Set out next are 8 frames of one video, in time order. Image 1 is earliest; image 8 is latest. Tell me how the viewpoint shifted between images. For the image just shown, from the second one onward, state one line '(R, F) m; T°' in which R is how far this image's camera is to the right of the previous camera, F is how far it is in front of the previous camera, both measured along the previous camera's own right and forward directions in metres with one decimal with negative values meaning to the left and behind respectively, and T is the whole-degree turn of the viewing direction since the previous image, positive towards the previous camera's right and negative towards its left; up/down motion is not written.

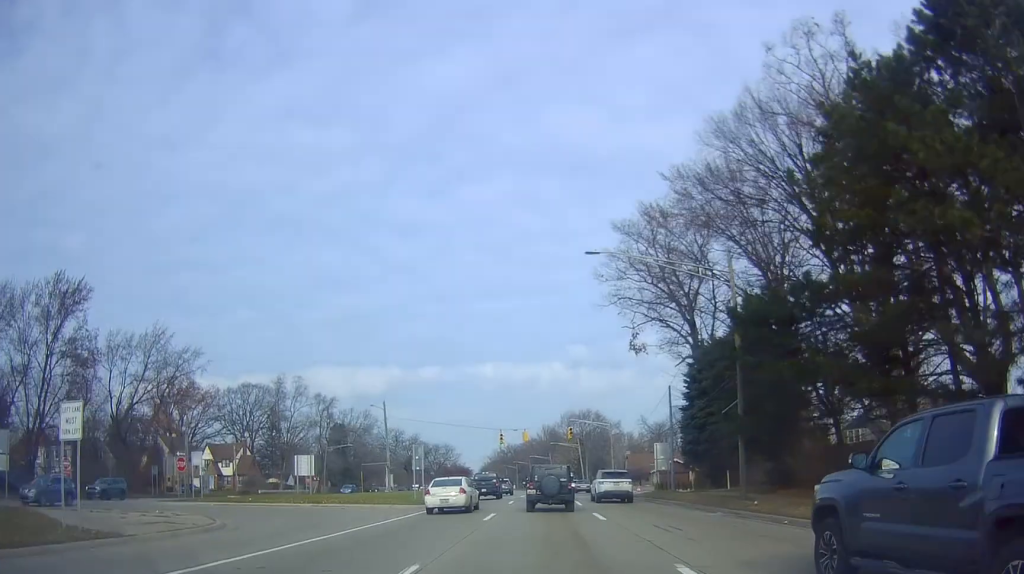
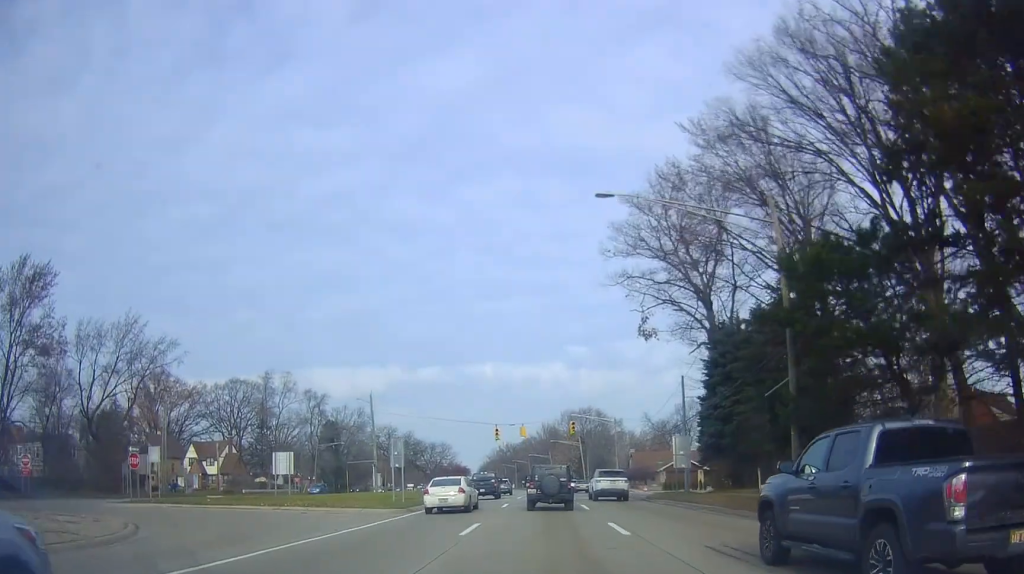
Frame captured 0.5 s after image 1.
(+0.2, +5.4) m; 0°
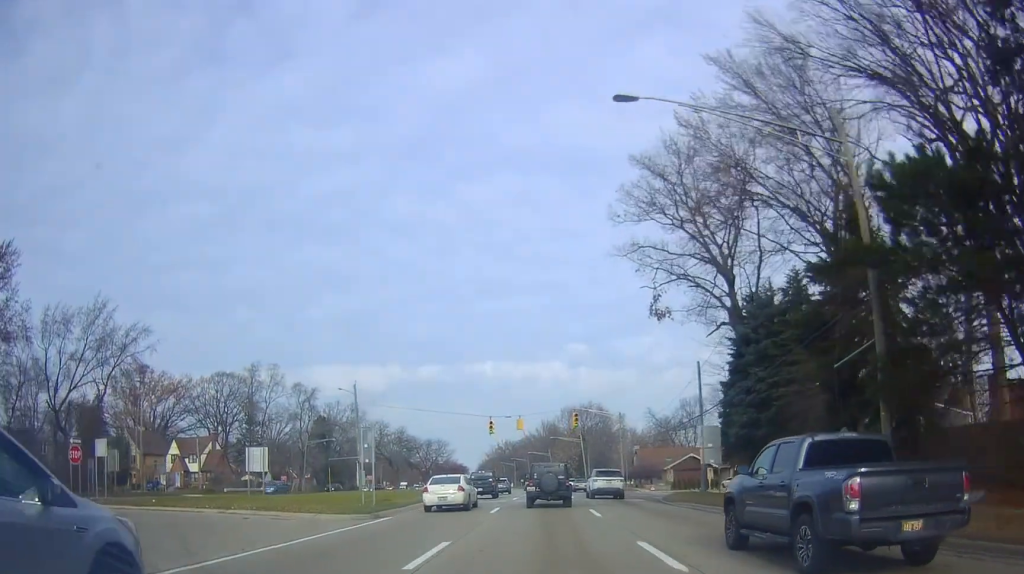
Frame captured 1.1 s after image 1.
(+0.1, +5.4) m; 0°
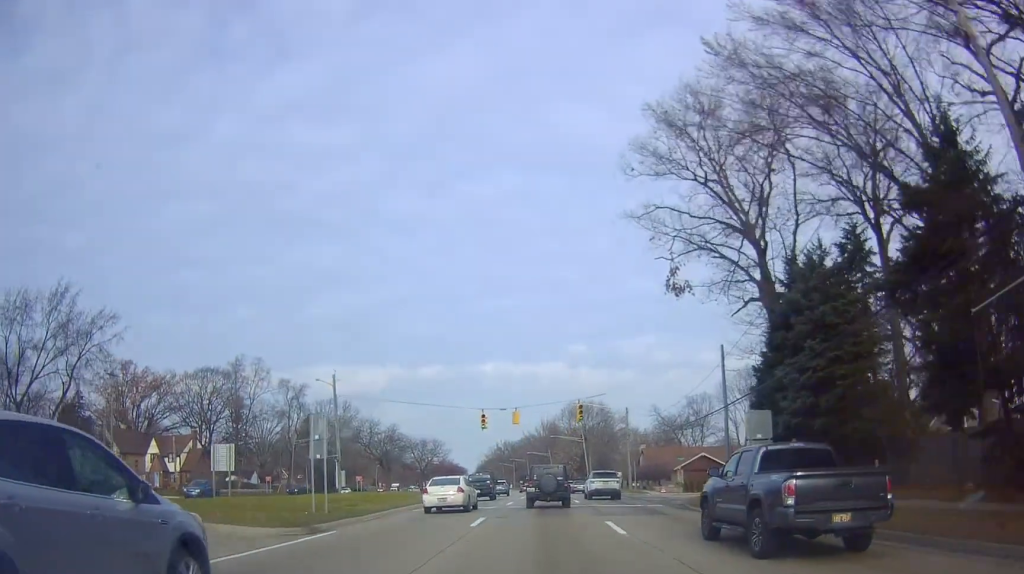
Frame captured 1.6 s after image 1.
(-0.2, +6.2) m; +2°
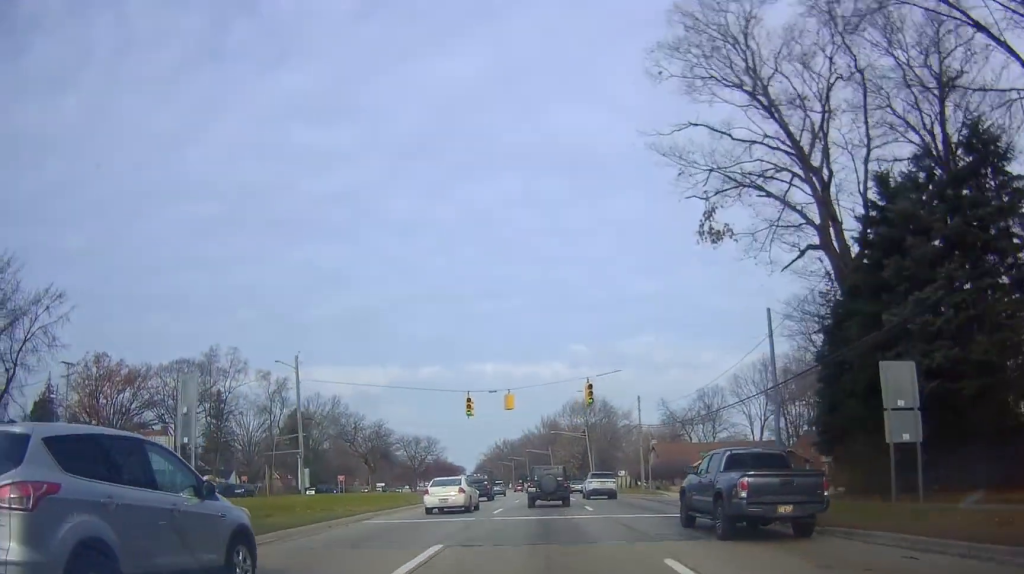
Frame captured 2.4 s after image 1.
(+0.2, +8.7) m; +1°
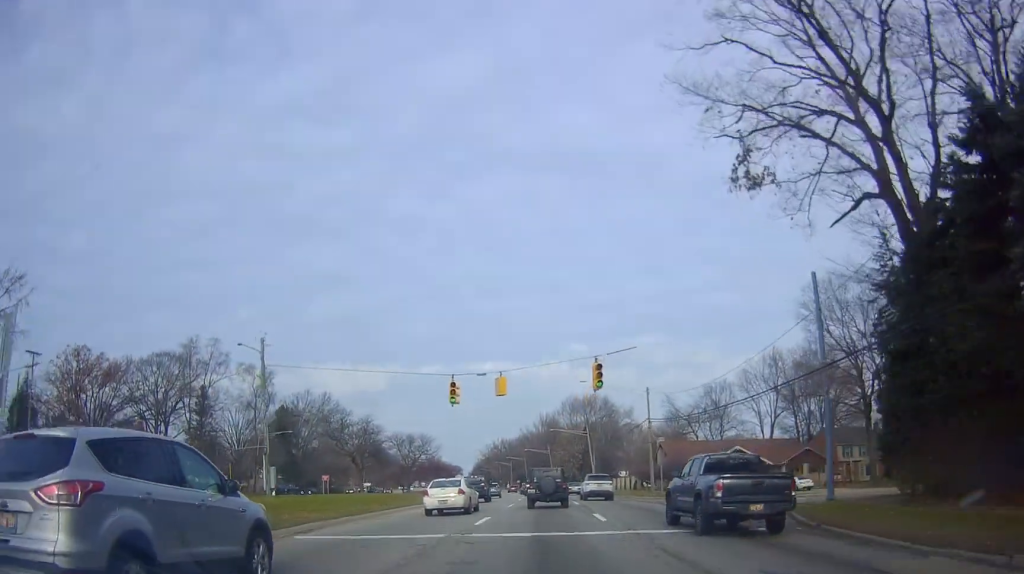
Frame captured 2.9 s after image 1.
(+0.5, +5.9) m; 0°
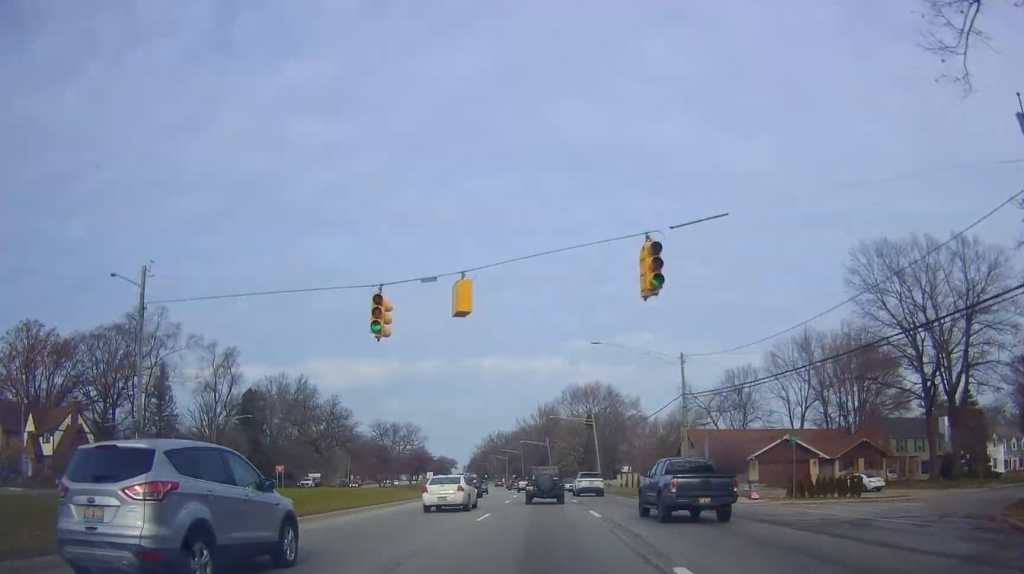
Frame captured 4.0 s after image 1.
(-0.9, +14.0) m; -1°
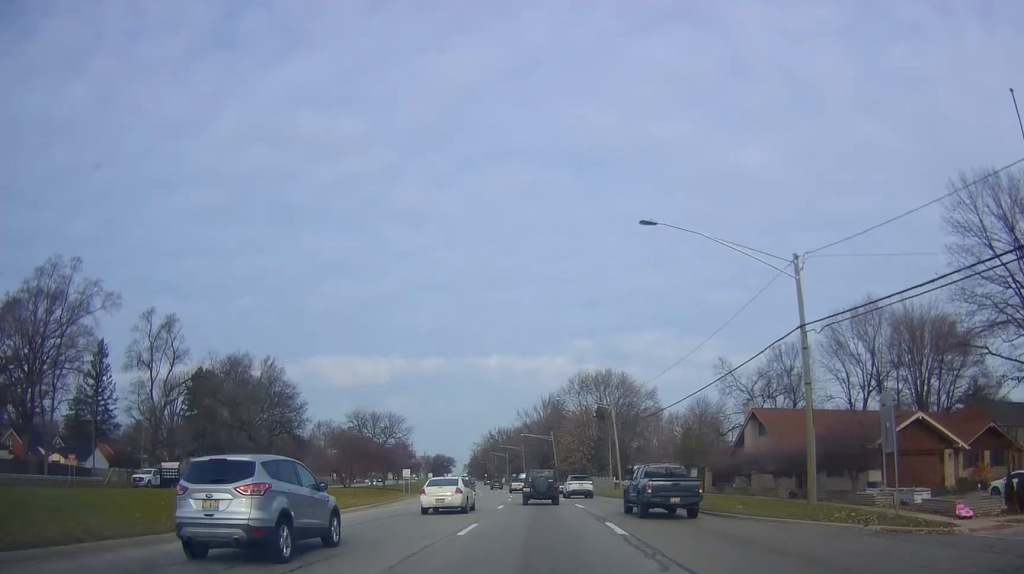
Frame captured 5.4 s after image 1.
(+0.3, +18.8) m; -3°
